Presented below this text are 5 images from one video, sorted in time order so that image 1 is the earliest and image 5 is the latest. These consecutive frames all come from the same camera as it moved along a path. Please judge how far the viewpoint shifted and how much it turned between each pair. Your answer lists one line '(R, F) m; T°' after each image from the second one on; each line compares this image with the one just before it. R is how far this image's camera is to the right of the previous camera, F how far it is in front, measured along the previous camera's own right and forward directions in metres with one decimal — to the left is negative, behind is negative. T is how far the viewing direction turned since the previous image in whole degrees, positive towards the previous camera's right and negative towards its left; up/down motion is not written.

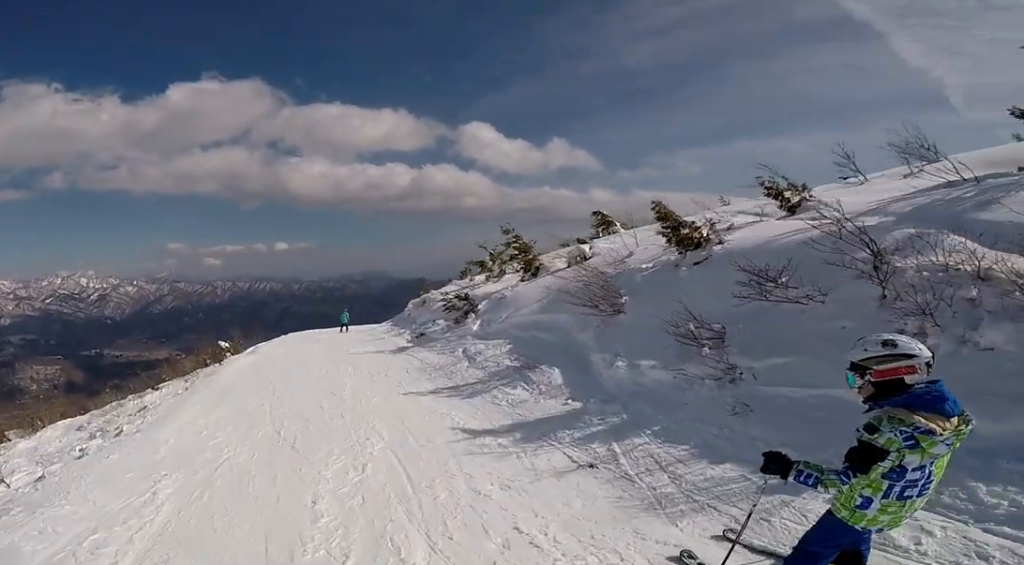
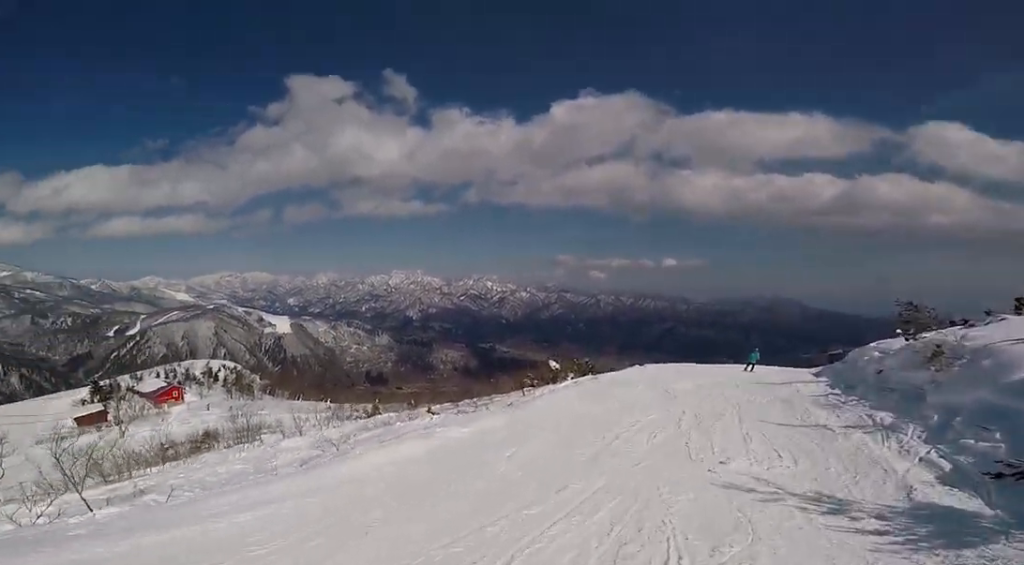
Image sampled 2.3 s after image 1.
(-0.8, +8.9) m; -18°
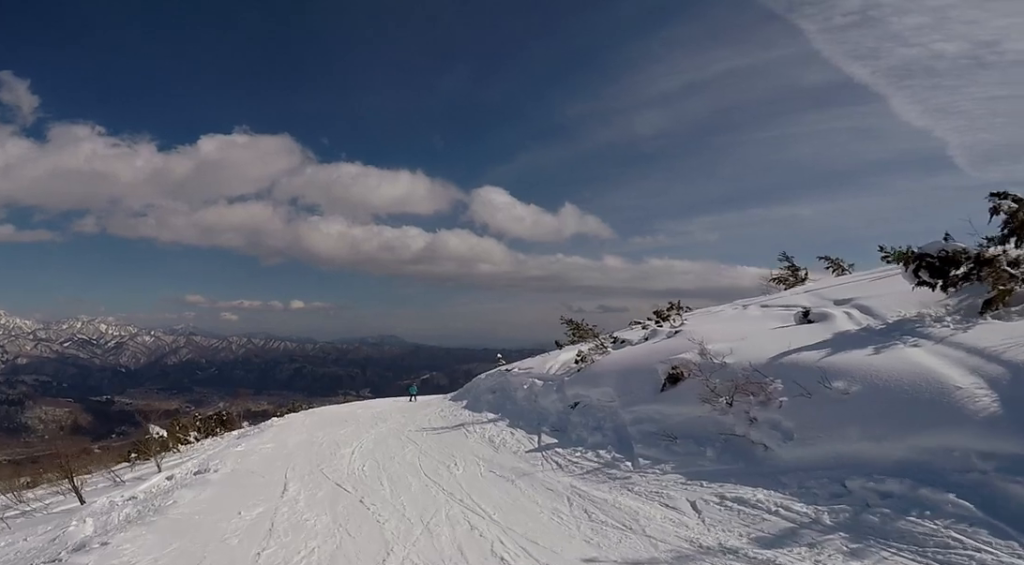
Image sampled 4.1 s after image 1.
(-0.1, +7.3) m; +5°
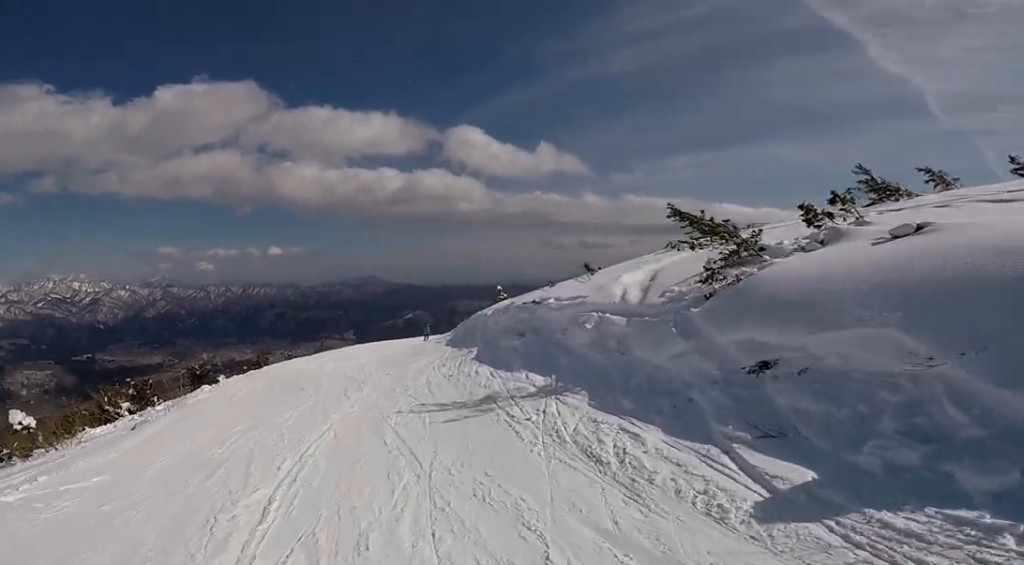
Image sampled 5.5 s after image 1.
(+1.2, +5.7) m; +13°
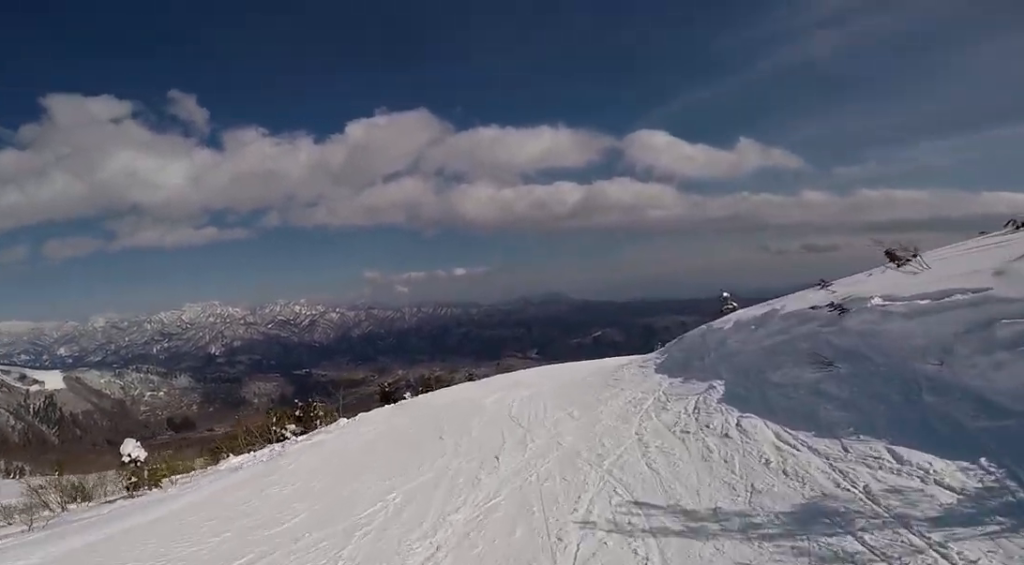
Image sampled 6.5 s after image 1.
(-0.3, +3.9) m; -10°
